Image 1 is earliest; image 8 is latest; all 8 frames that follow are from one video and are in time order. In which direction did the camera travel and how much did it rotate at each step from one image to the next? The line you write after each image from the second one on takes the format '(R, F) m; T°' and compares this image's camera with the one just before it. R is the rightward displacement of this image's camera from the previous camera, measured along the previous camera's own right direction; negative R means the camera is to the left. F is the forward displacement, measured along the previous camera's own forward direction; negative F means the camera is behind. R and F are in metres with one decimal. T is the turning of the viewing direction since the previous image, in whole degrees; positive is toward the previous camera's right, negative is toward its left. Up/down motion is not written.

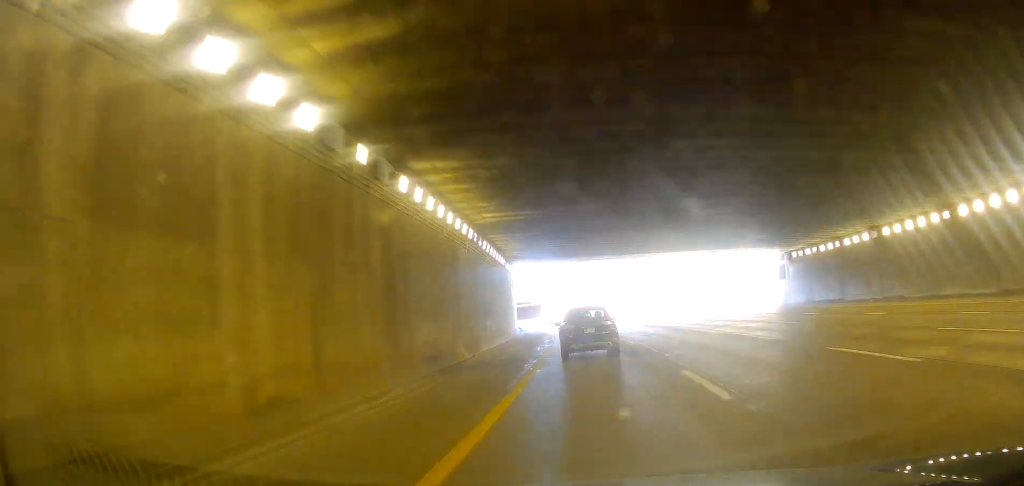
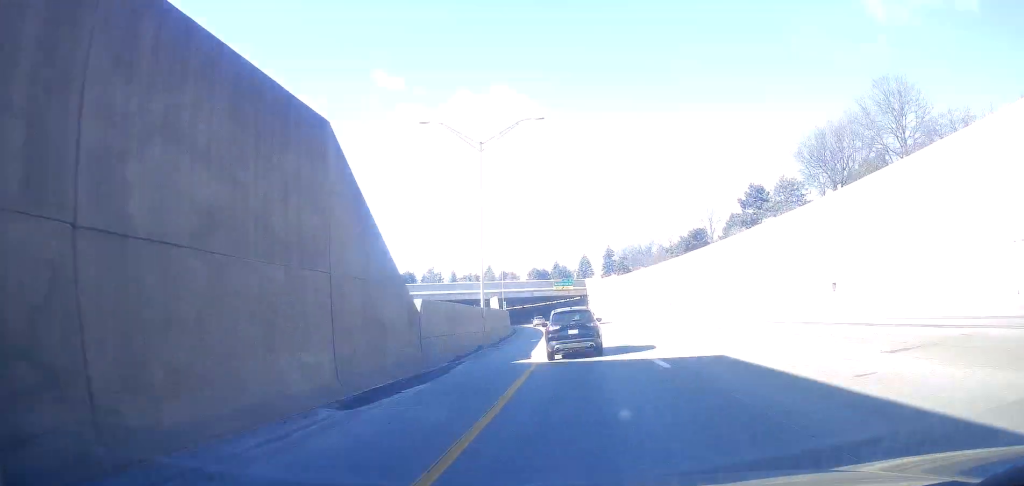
(-7.3, +55.9) m; -6°
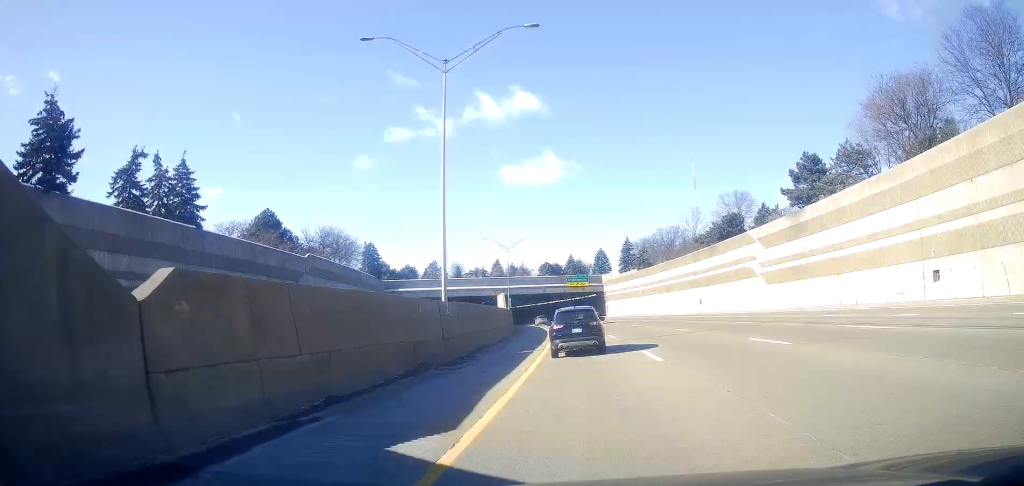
(+0.7, +13.6) m; +1°
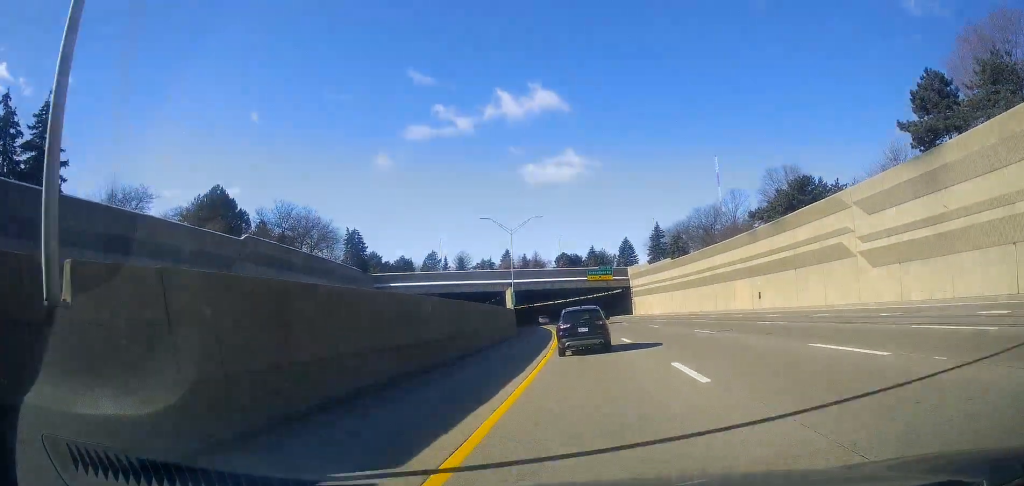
(-0.7, +20.3) m; -2°
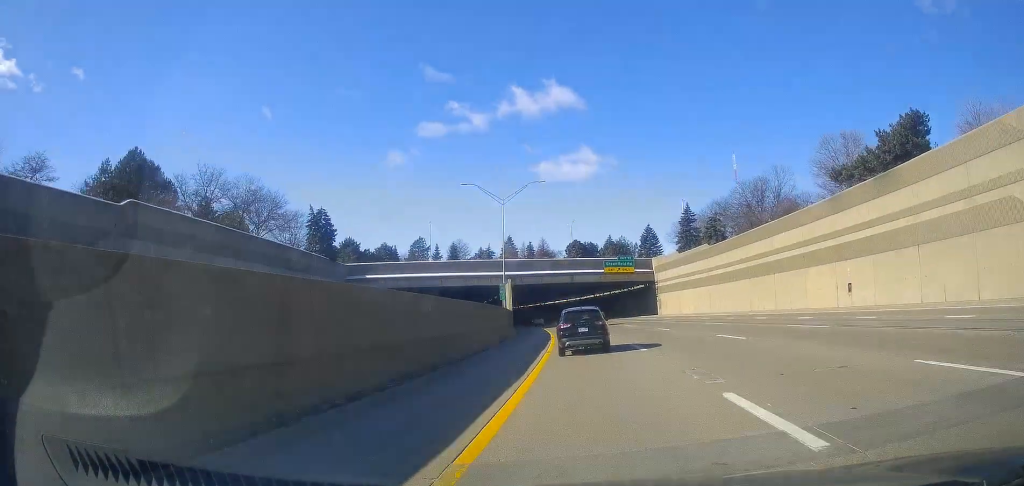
(-0.3, +20.4) m; -2°
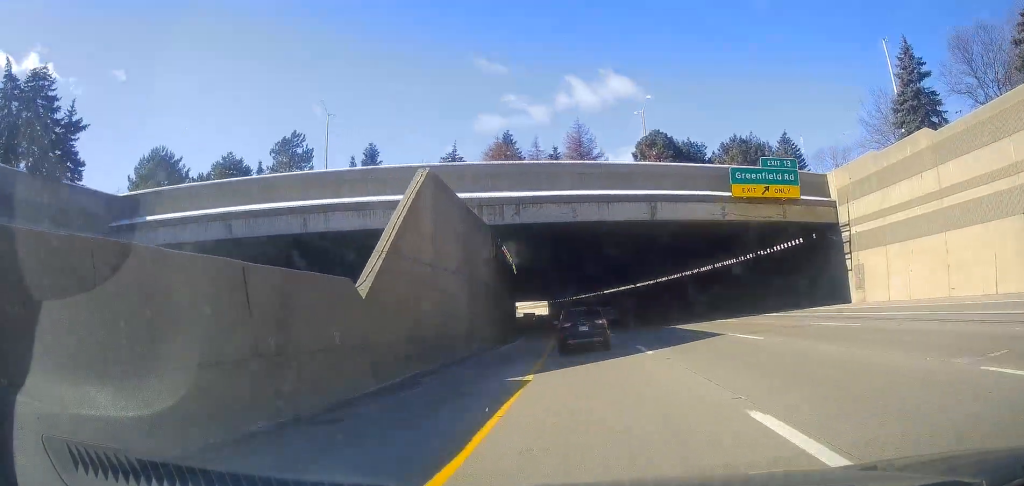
(-3.3, +62.7) m; -5°
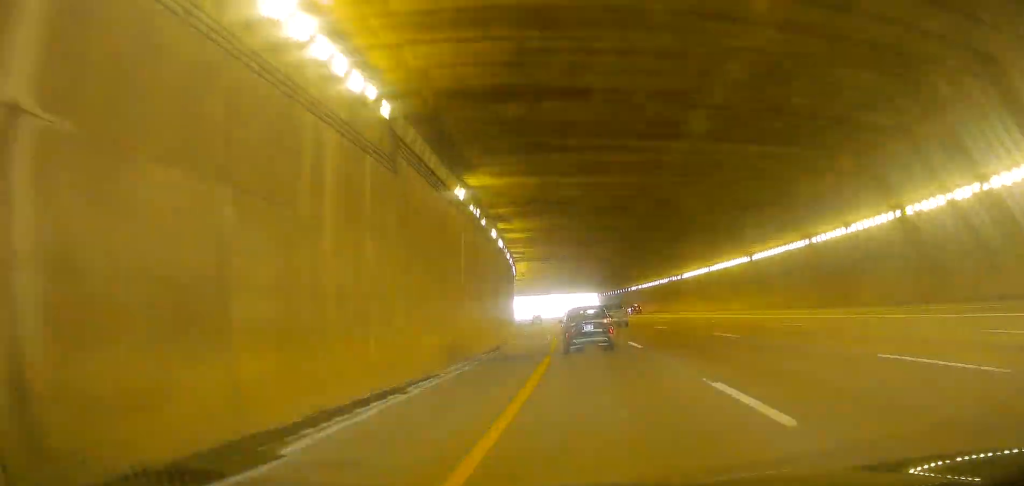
(-0.6, +57.2) m; -1°
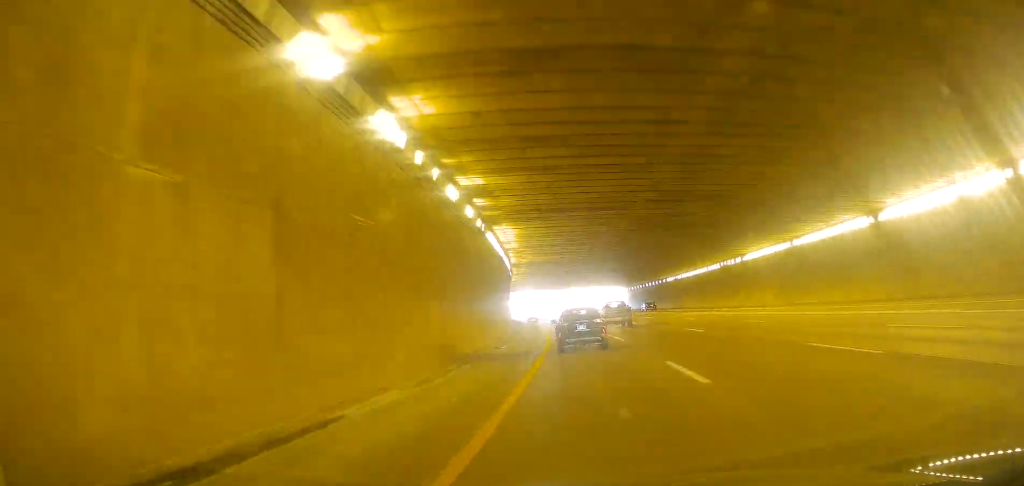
(+0.1, +26.4) m; 0°
